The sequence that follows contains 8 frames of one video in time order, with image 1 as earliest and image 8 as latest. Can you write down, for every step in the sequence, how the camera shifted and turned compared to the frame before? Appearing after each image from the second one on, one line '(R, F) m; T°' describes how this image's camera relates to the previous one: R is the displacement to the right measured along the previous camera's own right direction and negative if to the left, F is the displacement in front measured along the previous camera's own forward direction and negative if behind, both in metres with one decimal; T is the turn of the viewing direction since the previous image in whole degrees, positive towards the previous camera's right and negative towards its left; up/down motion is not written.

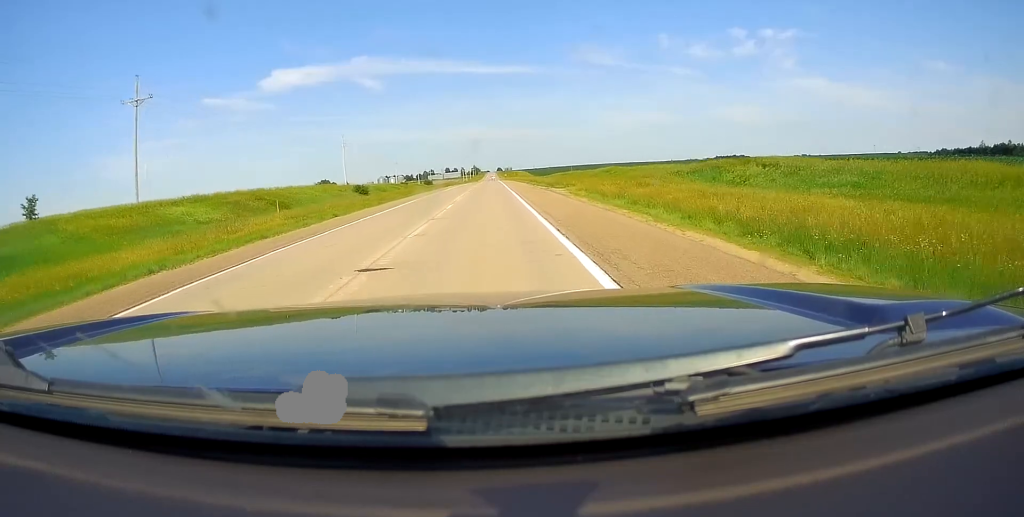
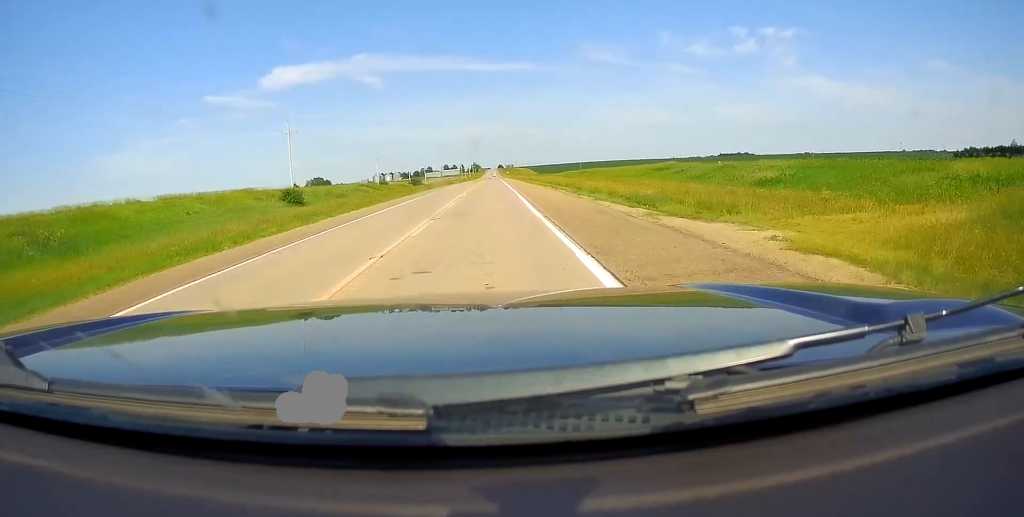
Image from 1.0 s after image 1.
(+0.3, +32.0) m; 0°
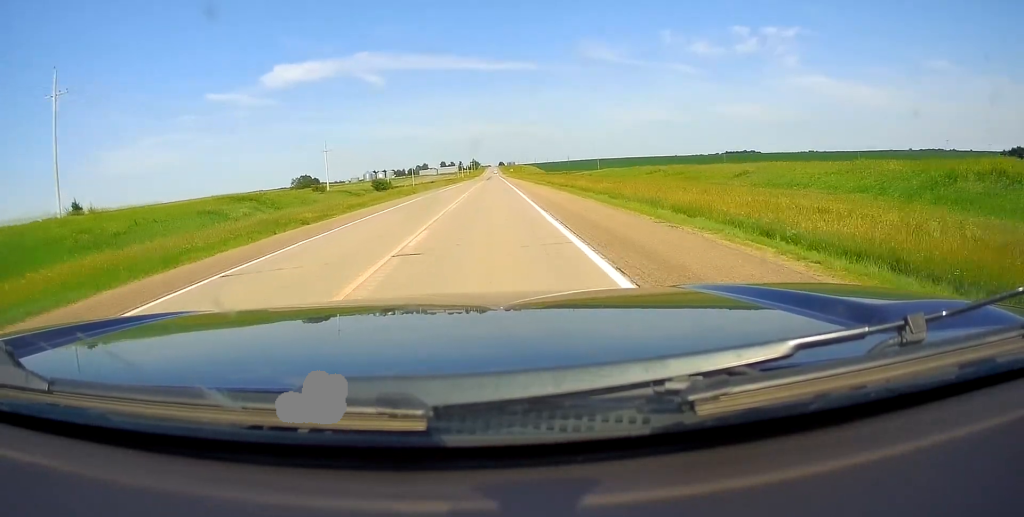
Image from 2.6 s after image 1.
(0.0, +50.2) m; 0°
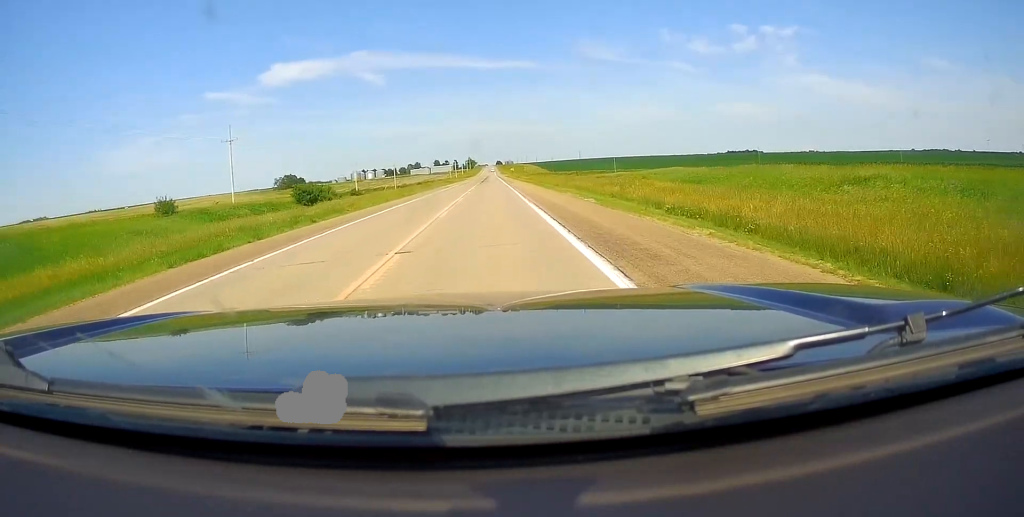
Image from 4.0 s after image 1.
(0.0, +41.0) m; 0°
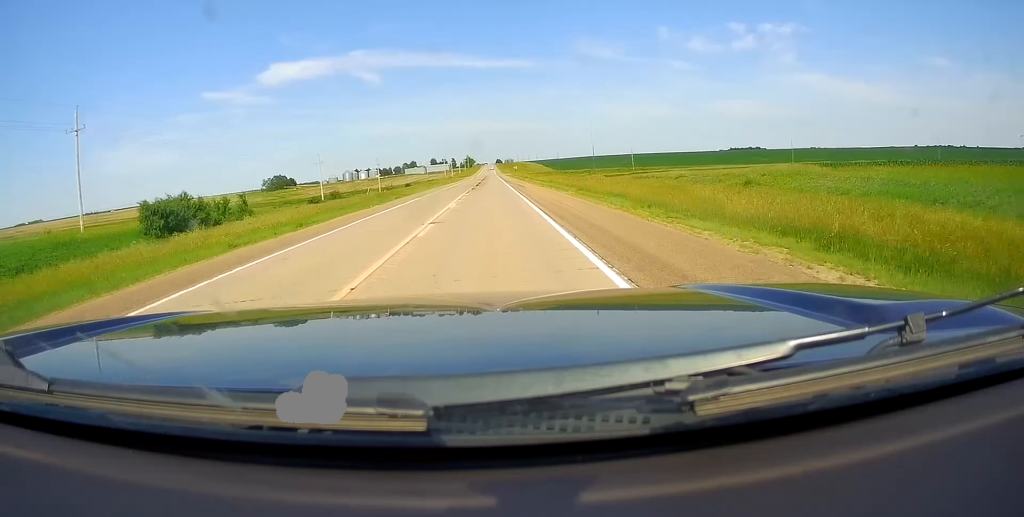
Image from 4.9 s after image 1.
(0.0, +29.6) m; 0°
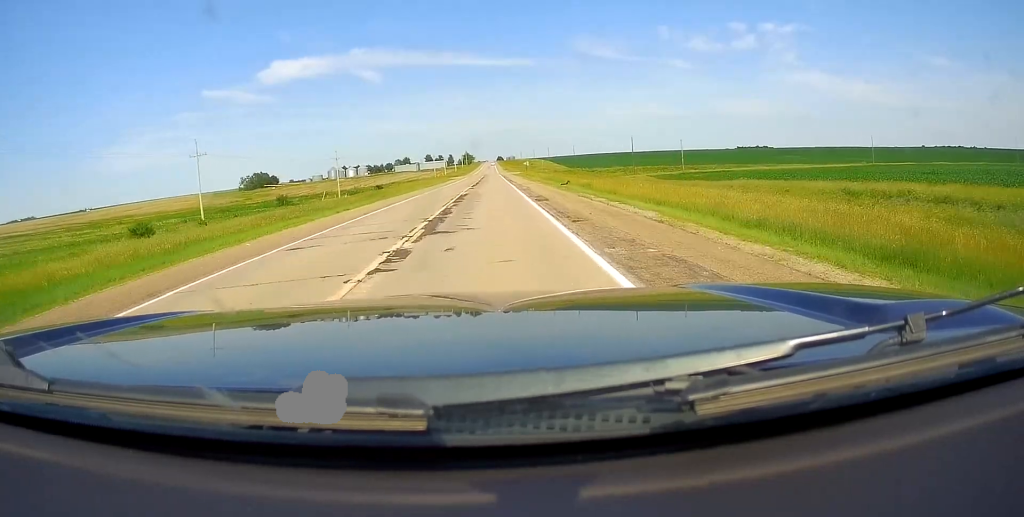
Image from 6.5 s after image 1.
(0.0, +50.8) m; 0°
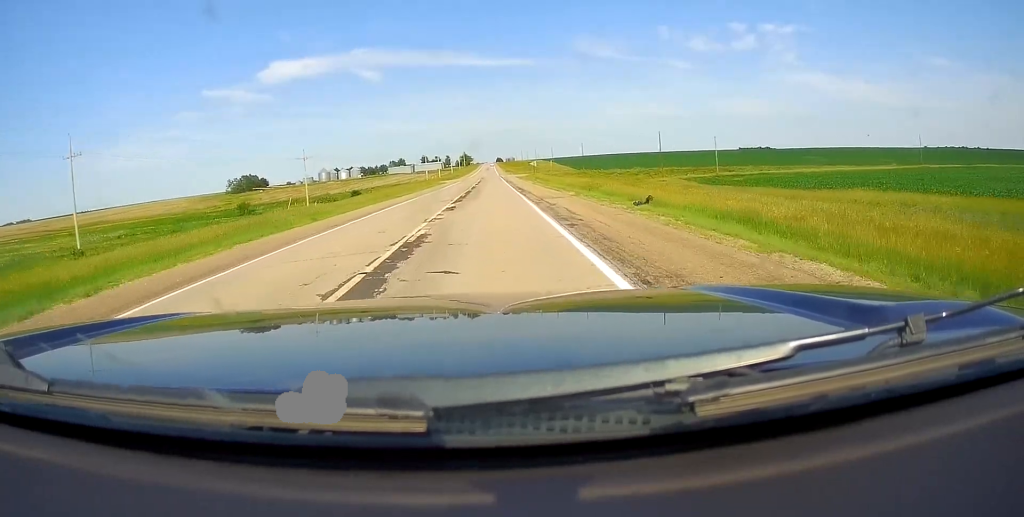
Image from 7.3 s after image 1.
(0.0, +23.3) m; 0°
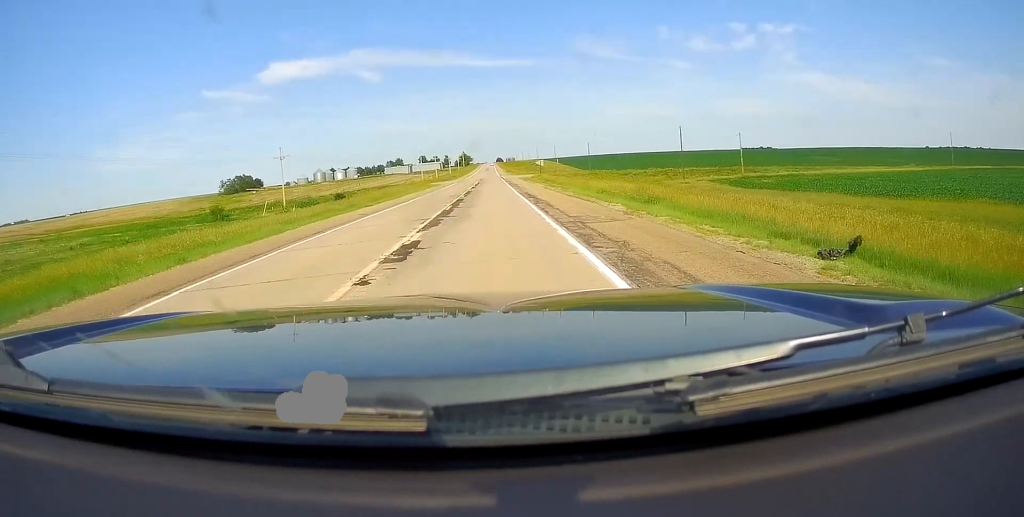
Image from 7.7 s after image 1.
(0.0, +13.0) m; 0°
